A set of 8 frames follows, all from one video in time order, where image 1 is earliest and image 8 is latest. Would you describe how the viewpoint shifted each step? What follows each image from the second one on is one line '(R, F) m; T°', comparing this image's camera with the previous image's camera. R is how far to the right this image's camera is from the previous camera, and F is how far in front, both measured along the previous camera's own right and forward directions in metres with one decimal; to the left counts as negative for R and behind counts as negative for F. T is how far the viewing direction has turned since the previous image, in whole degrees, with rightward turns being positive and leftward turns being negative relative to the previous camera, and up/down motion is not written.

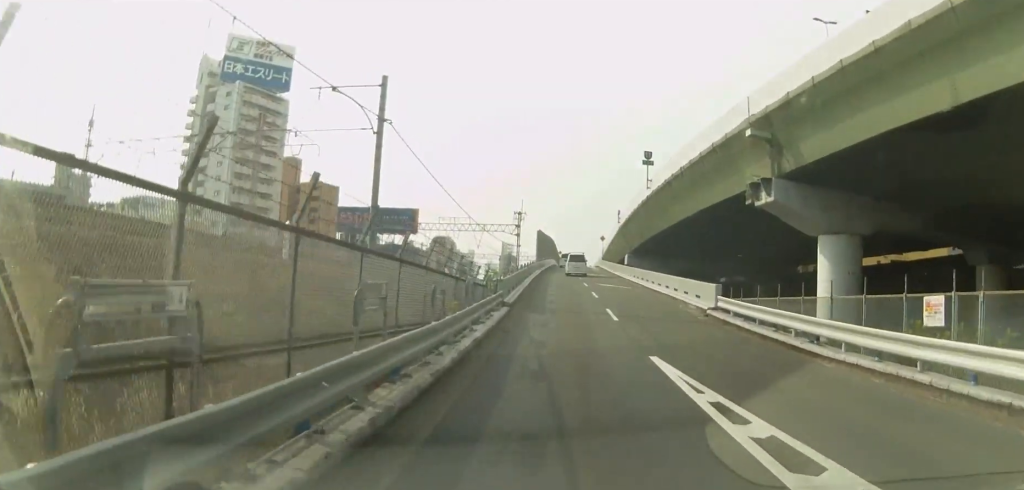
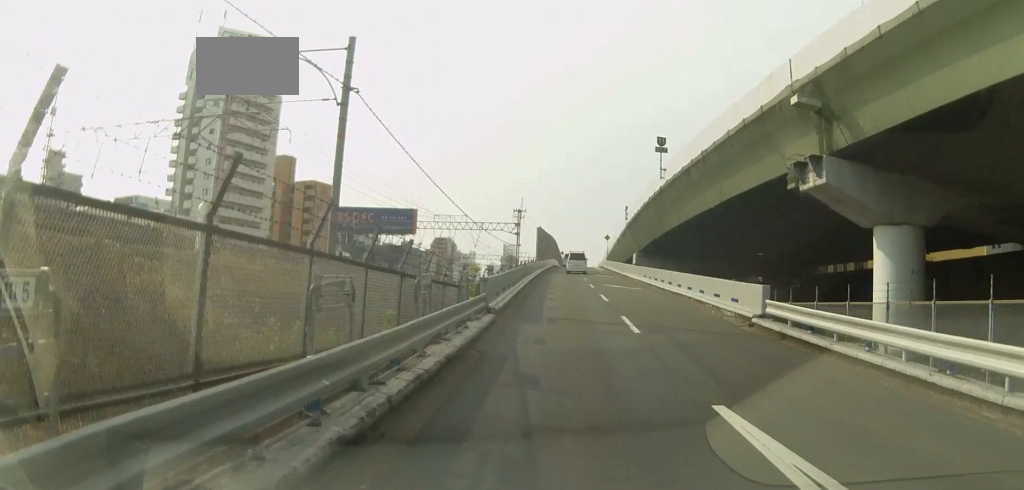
(+0.2, +4.2) m; 0°
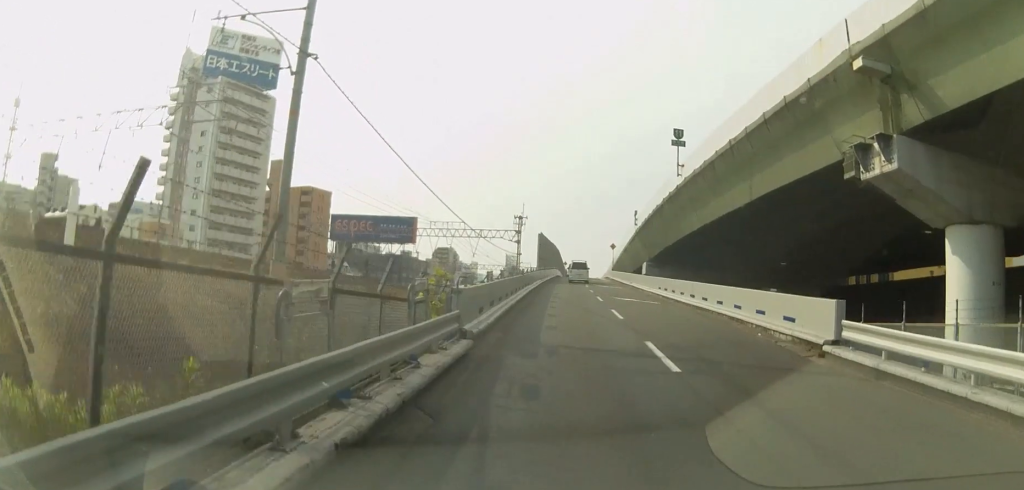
(-0.1, +3.9) m; +1°
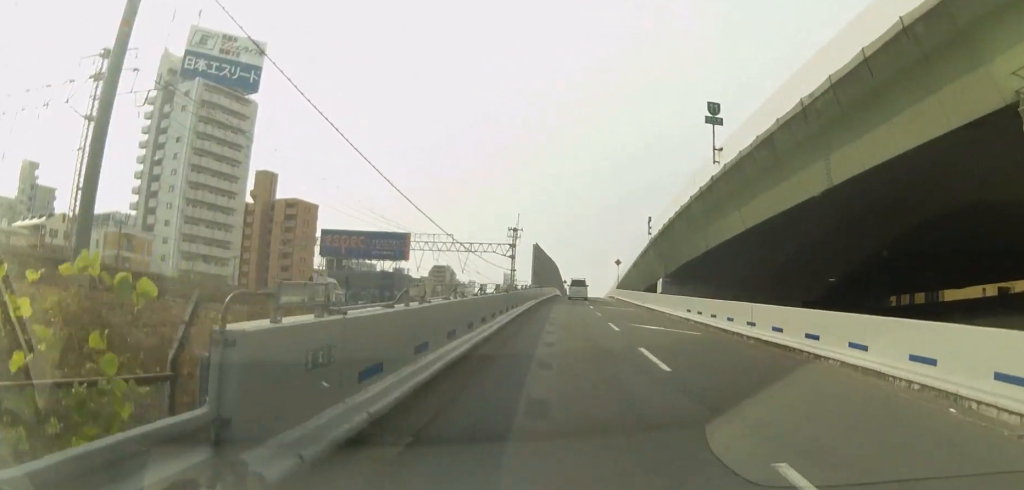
(-0.1, +7.1) m; +2°
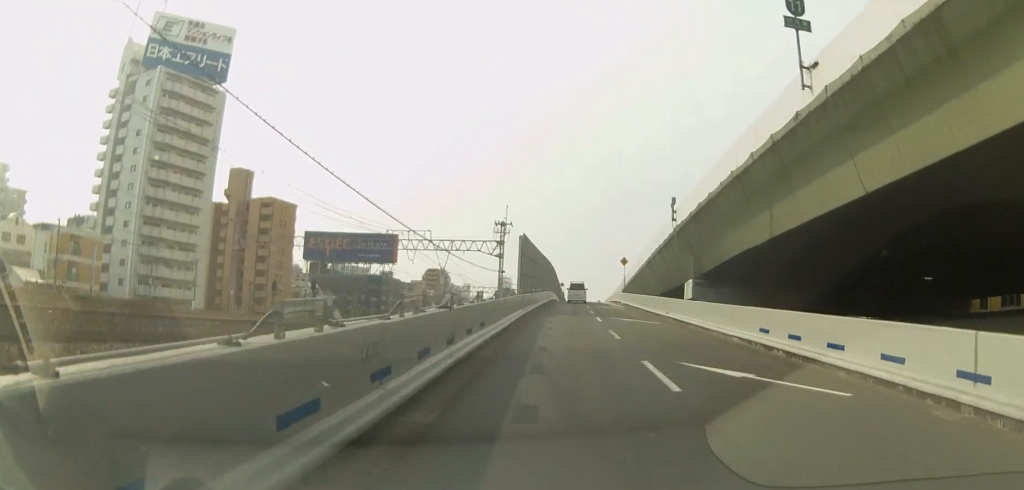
(+0.5, +9.4) m; +2°
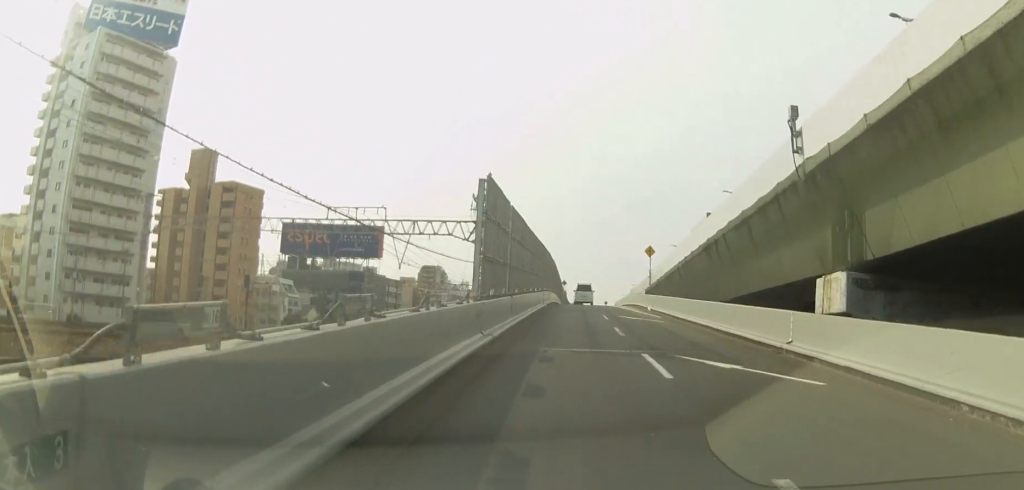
(-0.5, +15.4) m; -4°
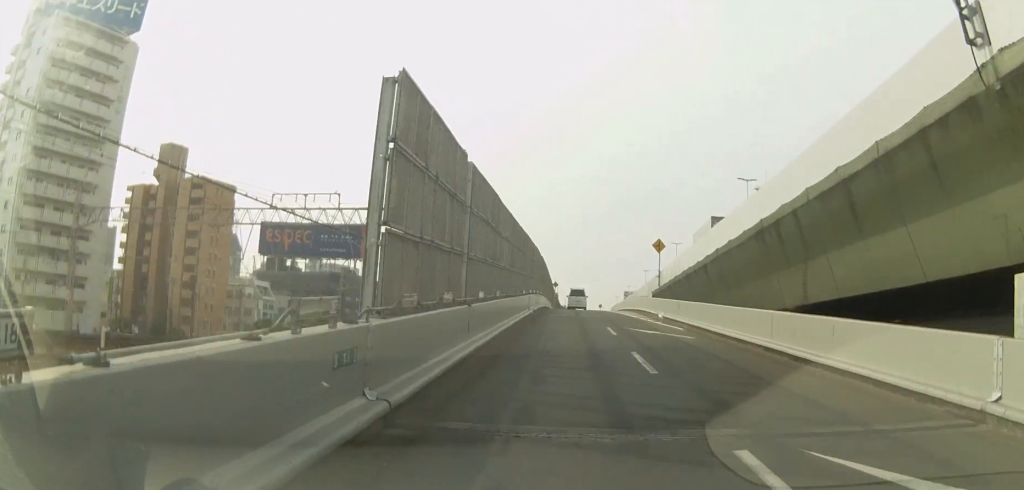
(-0.1, +7.7) m; 0°
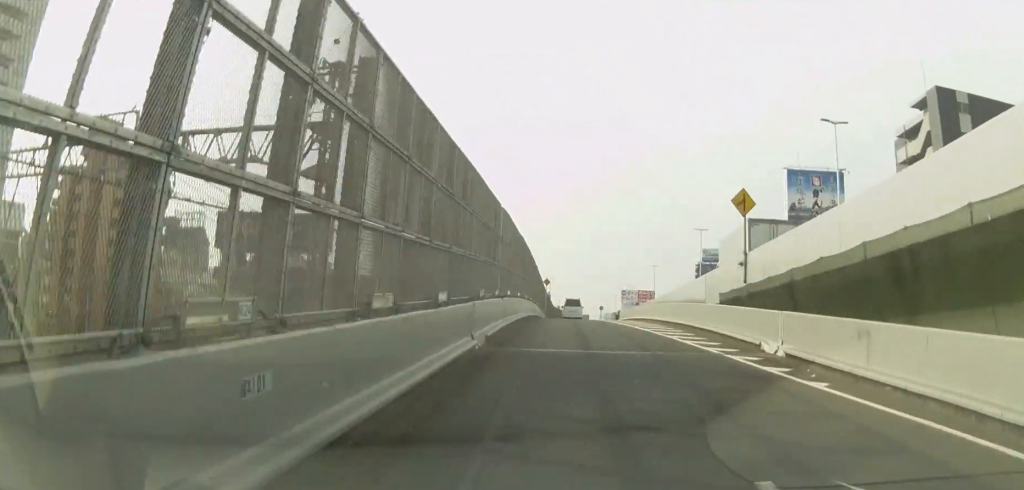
(0.0, +18.5) m; 0°
